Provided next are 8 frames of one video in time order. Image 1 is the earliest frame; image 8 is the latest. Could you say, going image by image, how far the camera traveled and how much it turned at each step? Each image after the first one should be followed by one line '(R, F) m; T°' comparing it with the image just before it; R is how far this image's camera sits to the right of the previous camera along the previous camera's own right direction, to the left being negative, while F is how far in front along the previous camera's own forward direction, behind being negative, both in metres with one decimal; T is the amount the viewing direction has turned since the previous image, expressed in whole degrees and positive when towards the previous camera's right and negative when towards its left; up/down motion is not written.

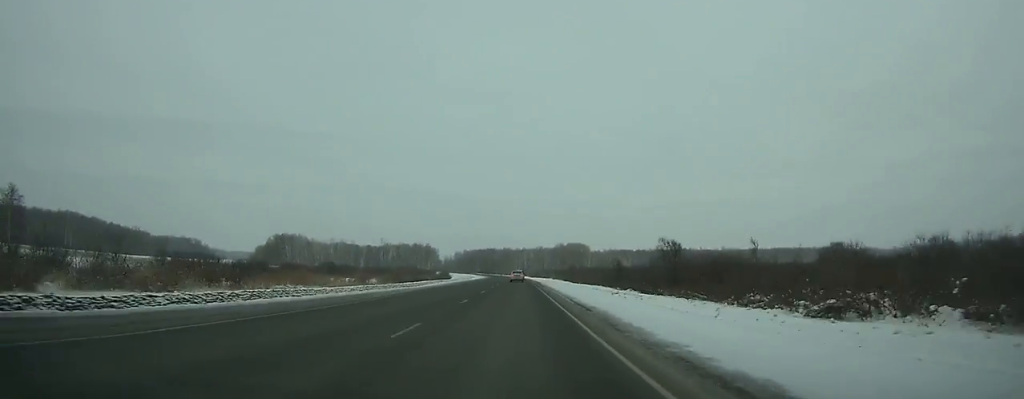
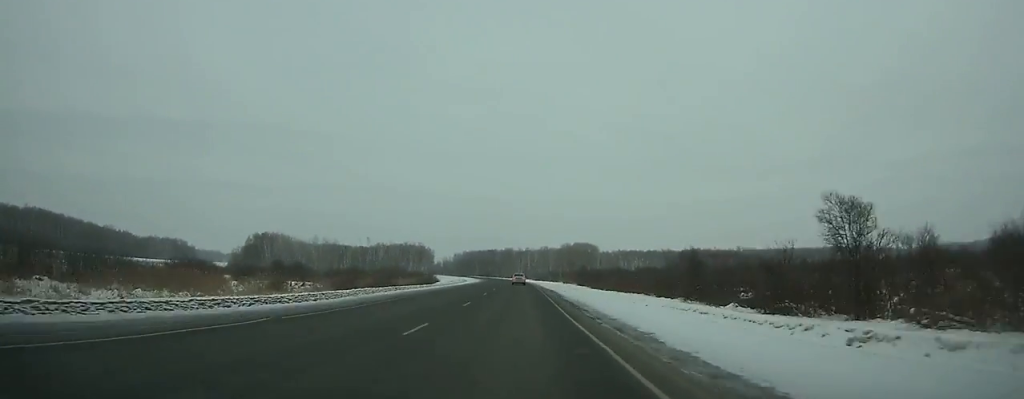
(-0.1, +35.1) m; 0°
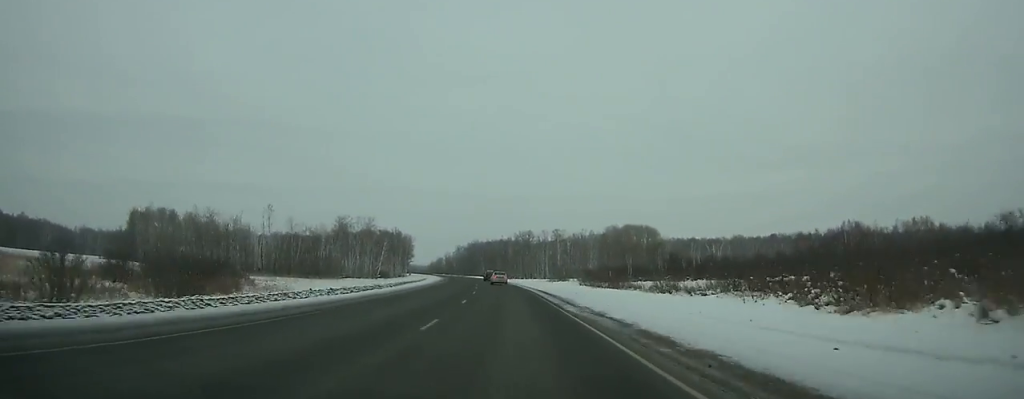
(-4.0, +130.0) m; -5°
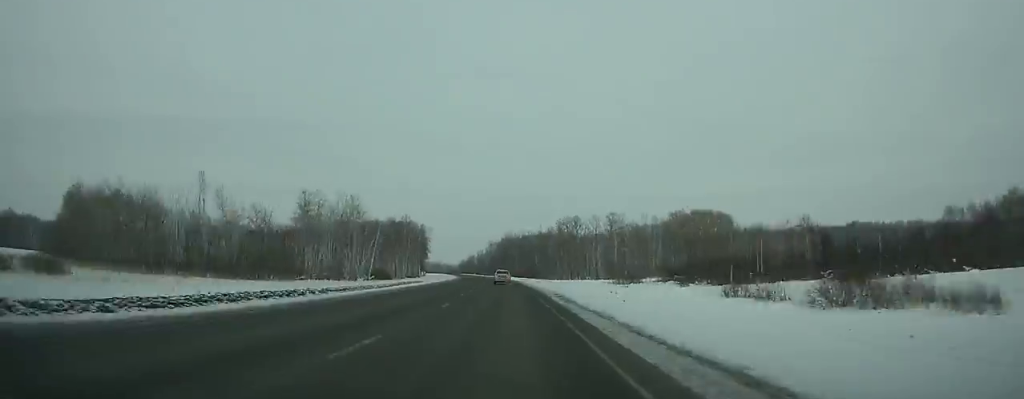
(-1.1, +52.4) m; -3°
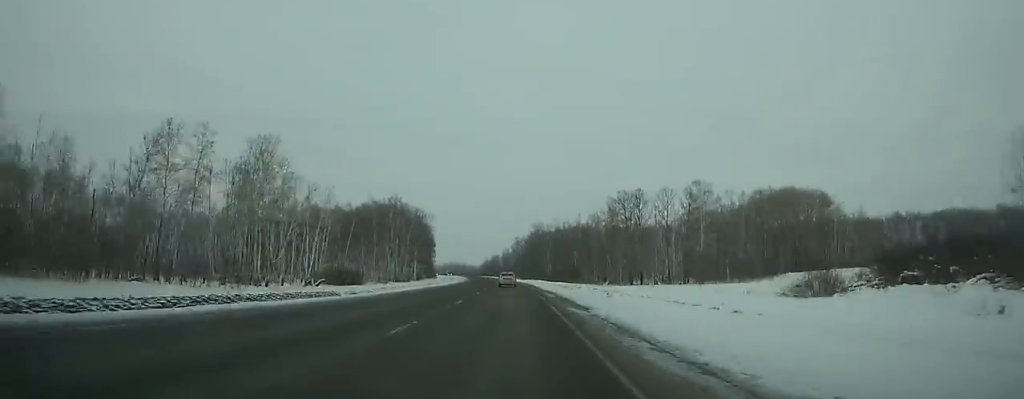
(-1.4, +54.6) m; -2°
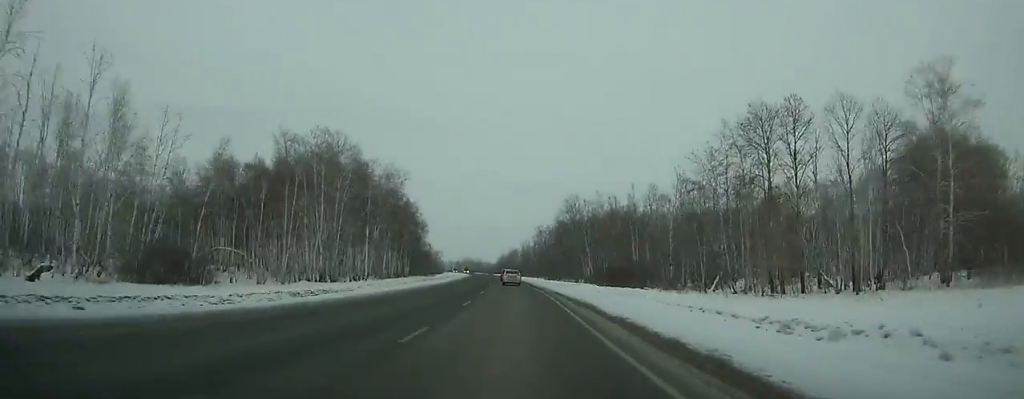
(-1.2, +61.5) m; -2°
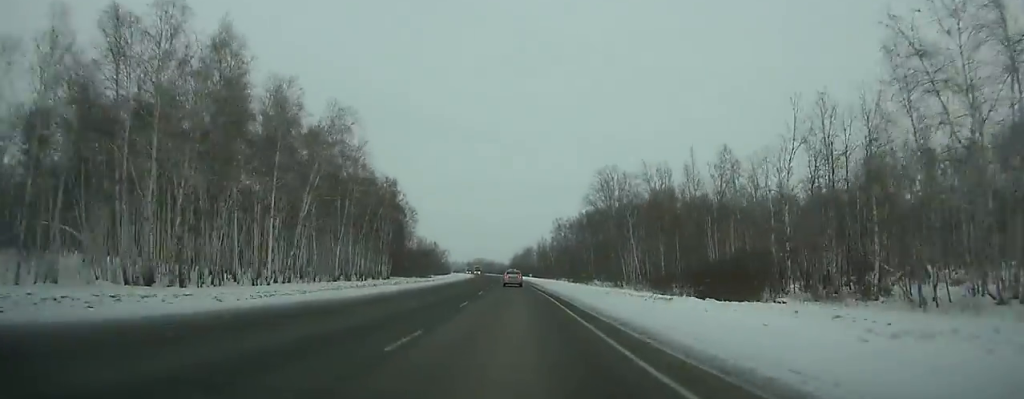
(-0.2, +36.7) m; -1°
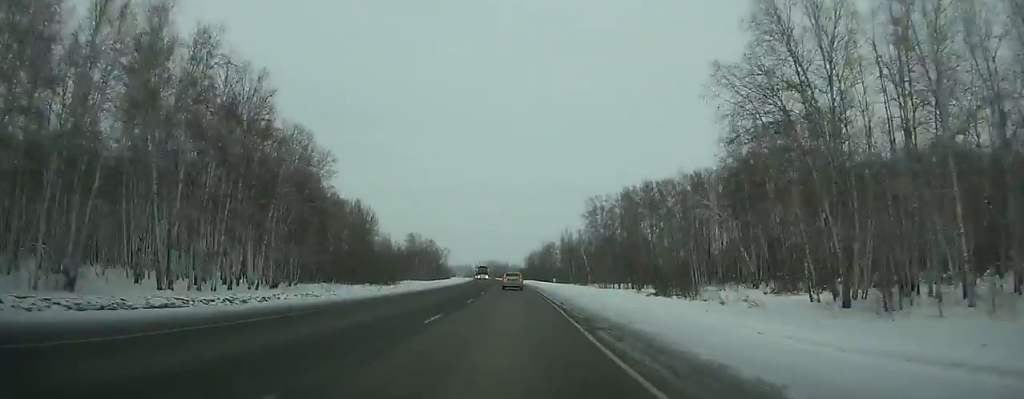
(-1.1, +65.4) m; -2°
